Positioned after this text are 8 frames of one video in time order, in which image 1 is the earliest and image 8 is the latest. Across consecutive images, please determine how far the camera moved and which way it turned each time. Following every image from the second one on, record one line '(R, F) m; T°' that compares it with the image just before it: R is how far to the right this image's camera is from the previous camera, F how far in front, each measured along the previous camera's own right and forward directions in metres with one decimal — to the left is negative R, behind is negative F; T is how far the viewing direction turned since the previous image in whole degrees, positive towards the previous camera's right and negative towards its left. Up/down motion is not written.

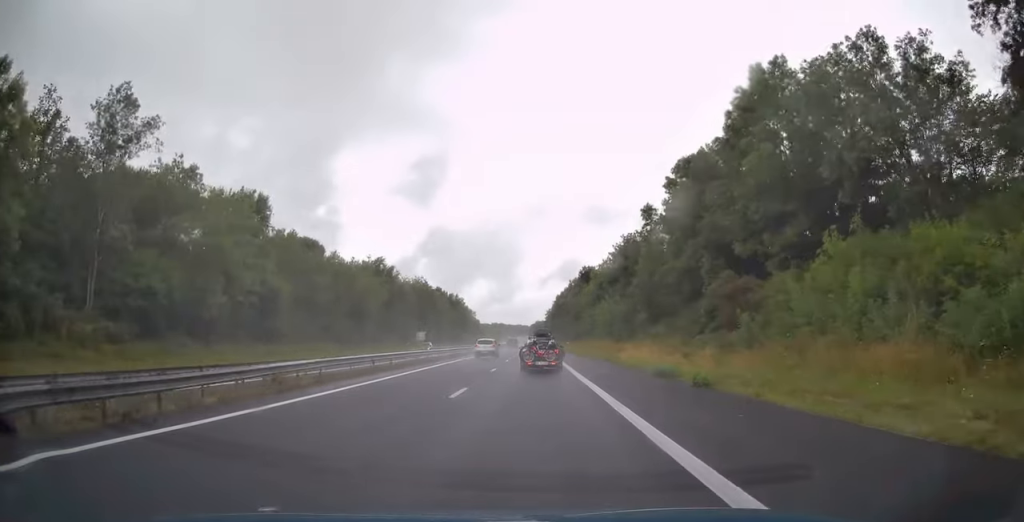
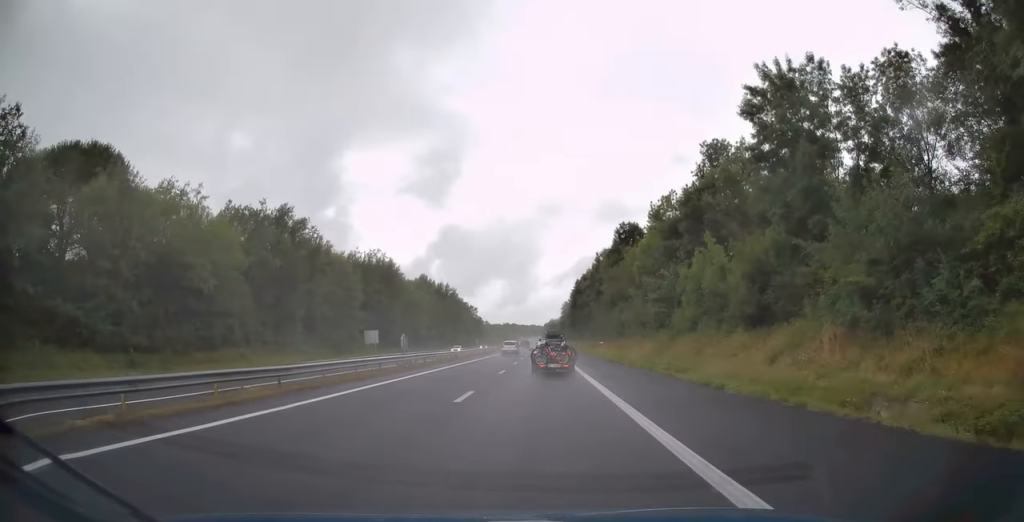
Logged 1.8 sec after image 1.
(-0.5, +51.9) m; -2°
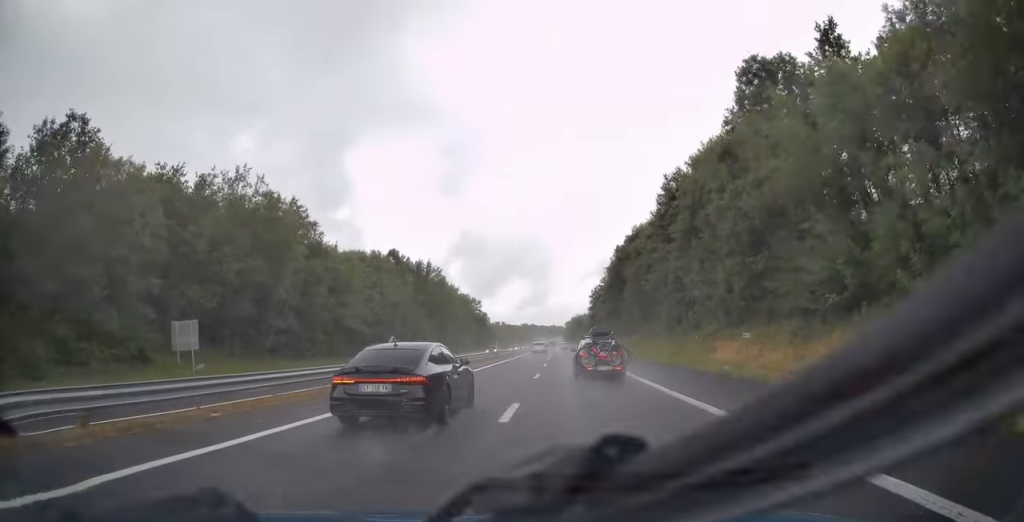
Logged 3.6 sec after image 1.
(-0.9, +55.0) m; -2°
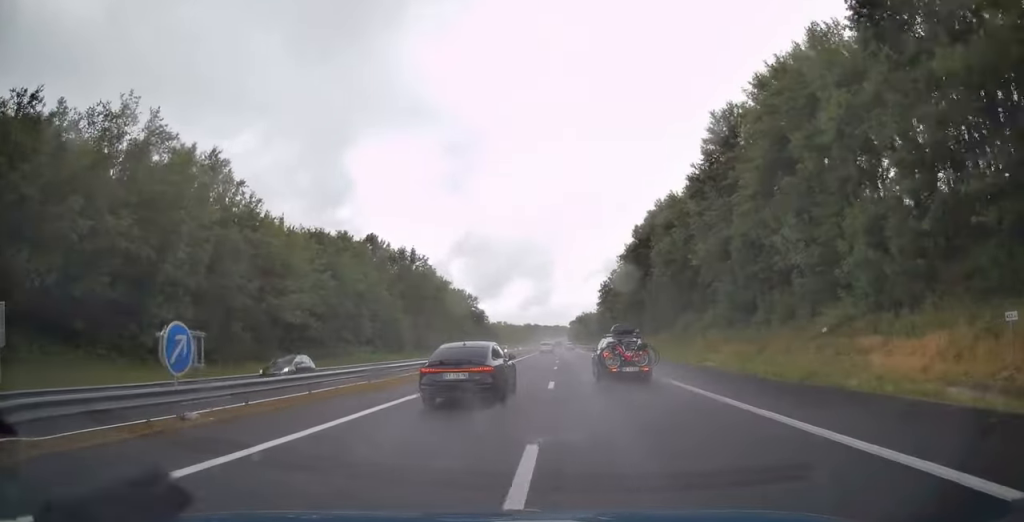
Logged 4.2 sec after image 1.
(-0.1, +18.7) m; 0°
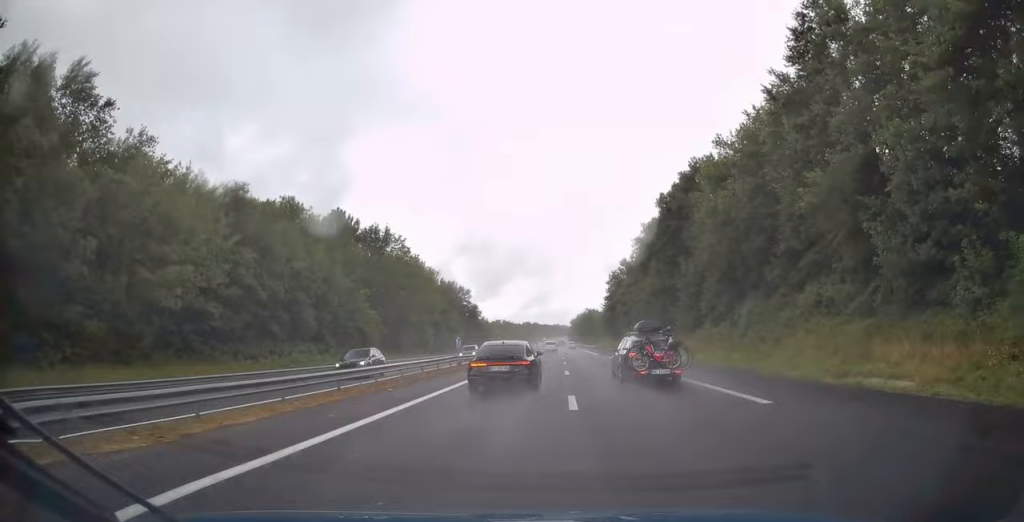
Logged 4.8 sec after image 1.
(0.0, +18.8) m; 0°
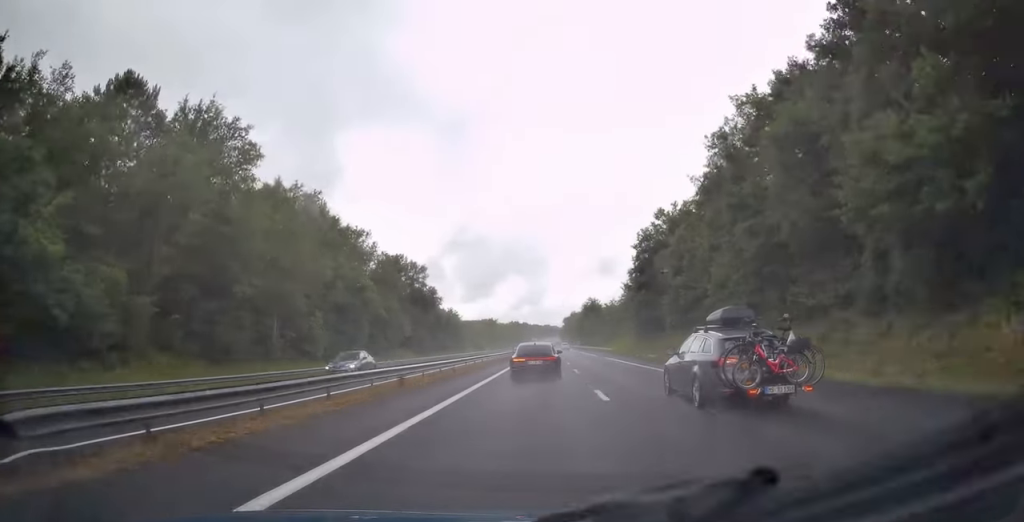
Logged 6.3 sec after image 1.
(+0.1, +50.3) m; 0°
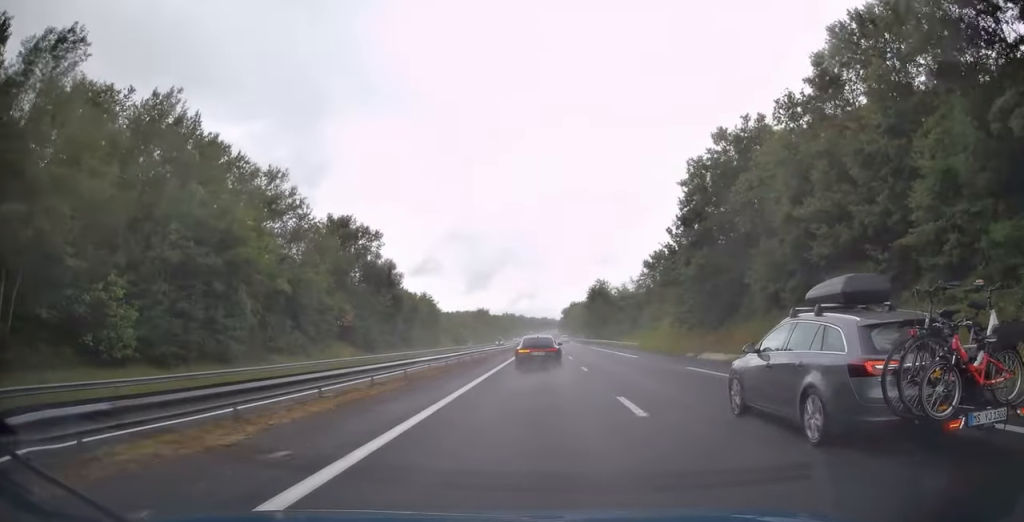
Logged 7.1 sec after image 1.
(0.0, +29.9) m; 0°
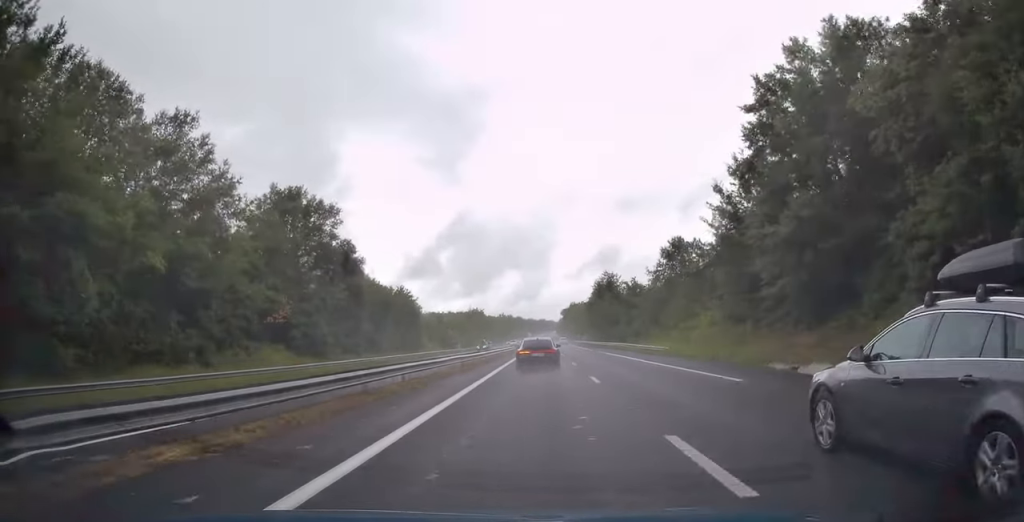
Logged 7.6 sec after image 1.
(-0.1, +17.9) m; 0°
